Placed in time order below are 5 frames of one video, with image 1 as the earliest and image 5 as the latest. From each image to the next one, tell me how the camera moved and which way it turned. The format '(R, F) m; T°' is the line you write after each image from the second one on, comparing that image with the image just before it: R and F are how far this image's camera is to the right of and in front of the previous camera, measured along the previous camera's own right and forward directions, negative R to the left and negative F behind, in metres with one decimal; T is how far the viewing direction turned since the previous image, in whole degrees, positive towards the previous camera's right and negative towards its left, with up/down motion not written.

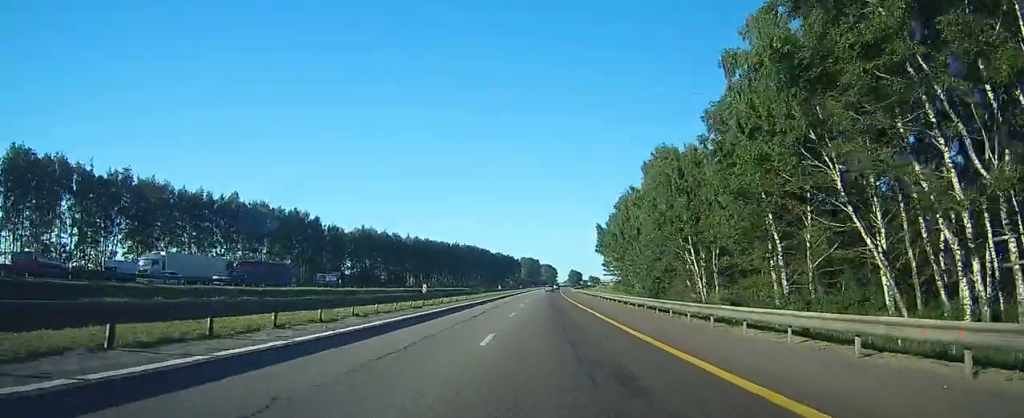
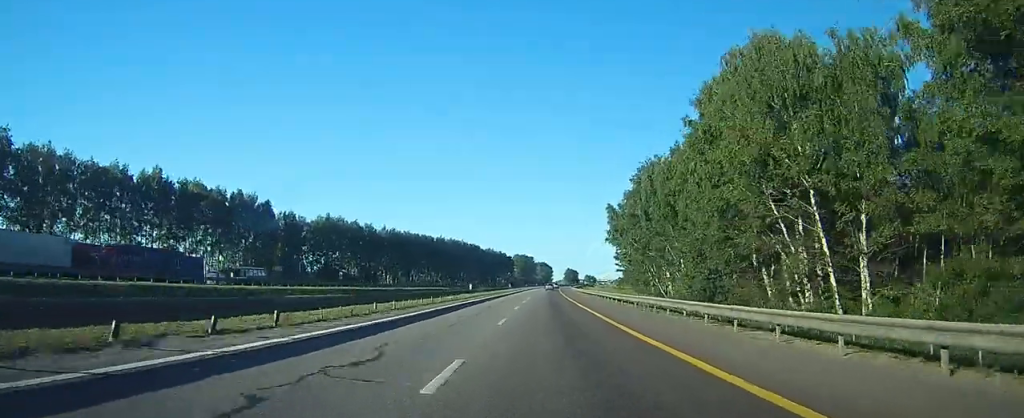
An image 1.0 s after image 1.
(+0.9, +29.2) m; +2°
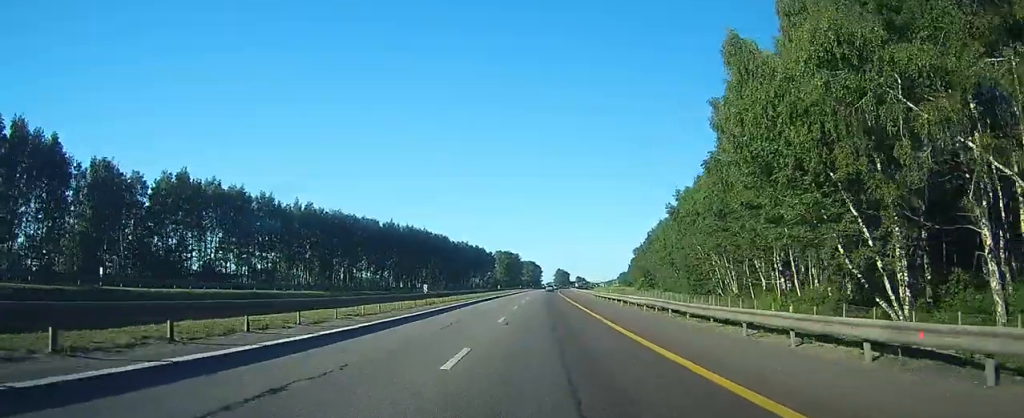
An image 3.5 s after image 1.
(-0.8, +68.3) m; -1°
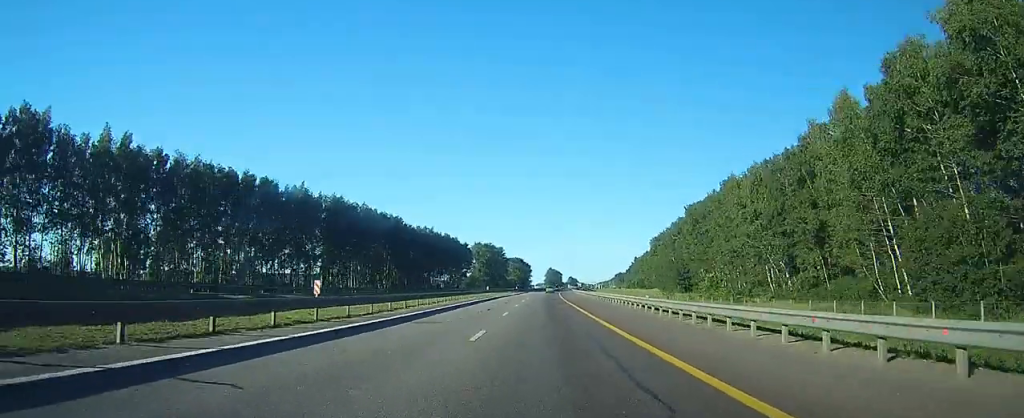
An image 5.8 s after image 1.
(+0.8, +67.1) m; +2°
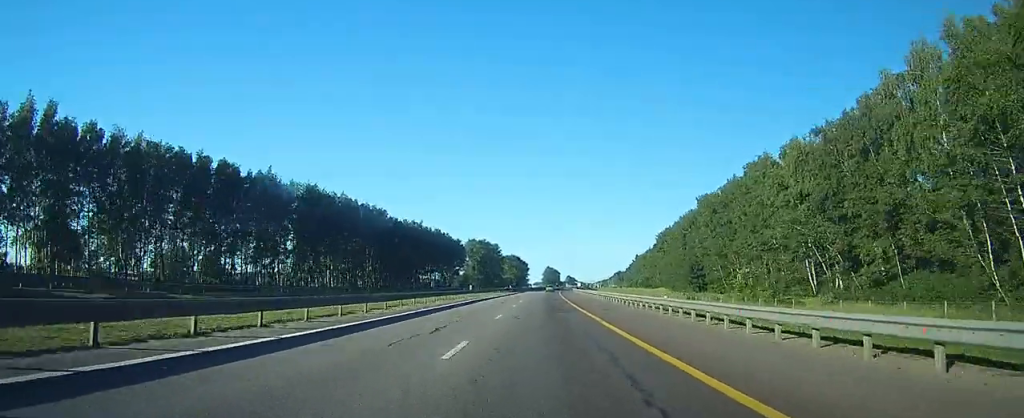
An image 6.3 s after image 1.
(0.0, +15.4) m; 0°
